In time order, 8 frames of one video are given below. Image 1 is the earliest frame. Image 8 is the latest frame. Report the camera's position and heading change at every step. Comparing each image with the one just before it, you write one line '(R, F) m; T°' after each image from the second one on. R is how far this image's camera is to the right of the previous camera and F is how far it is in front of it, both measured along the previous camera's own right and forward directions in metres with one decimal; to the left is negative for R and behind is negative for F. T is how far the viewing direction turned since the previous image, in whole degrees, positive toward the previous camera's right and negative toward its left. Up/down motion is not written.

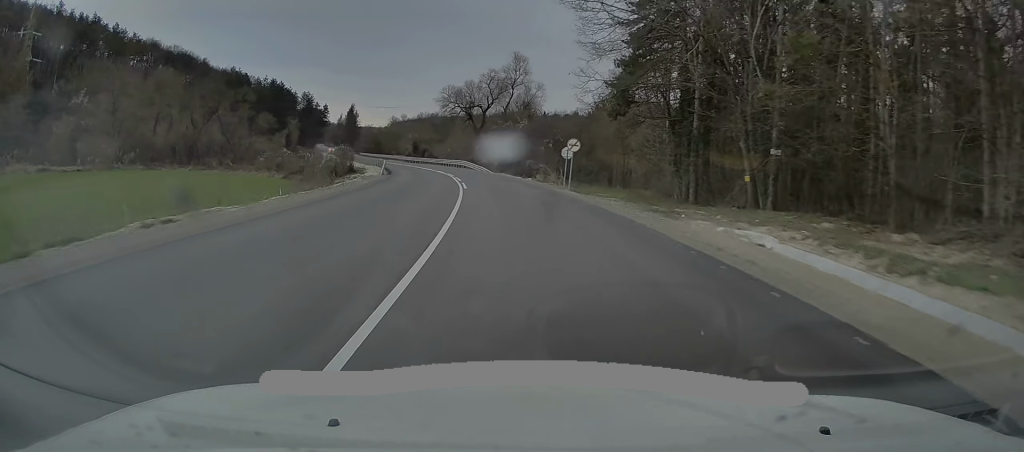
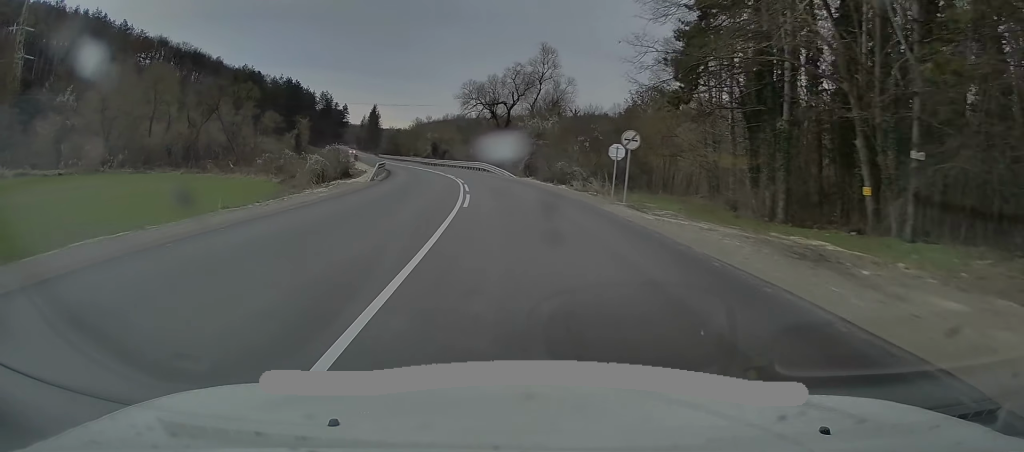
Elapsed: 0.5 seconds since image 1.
(-0.1, +11.0) m; -2°
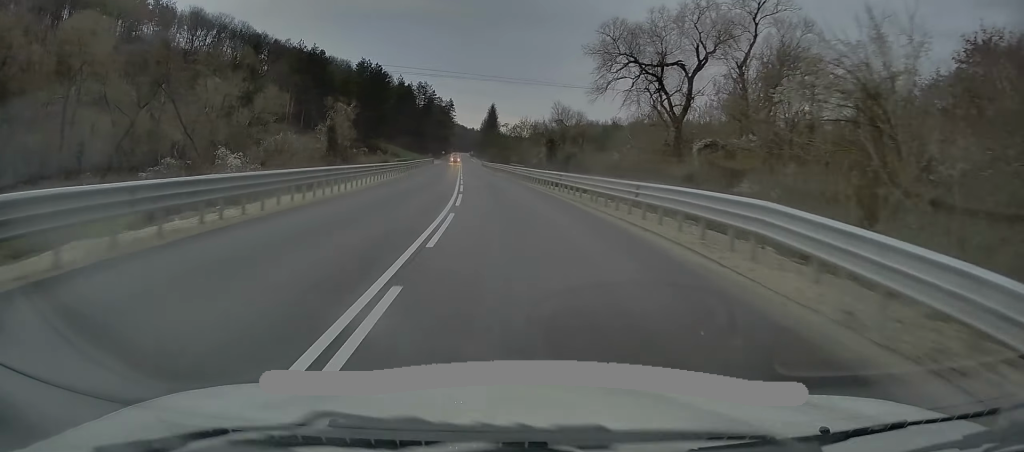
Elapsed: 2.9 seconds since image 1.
(-5.5, +52.6) m; -12°
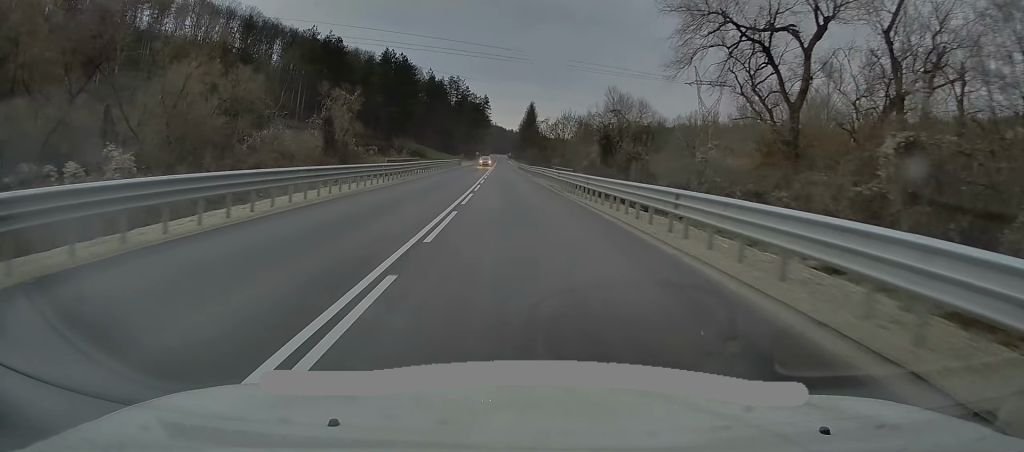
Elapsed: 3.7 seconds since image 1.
(-0.5, +17.4) m; -3°
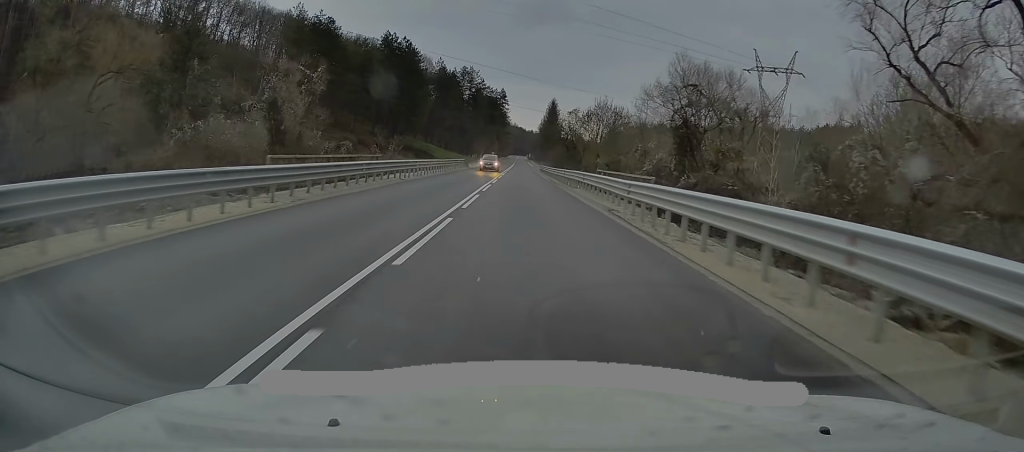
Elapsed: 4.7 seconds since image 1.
(-0.6, +20.3) m; -2°
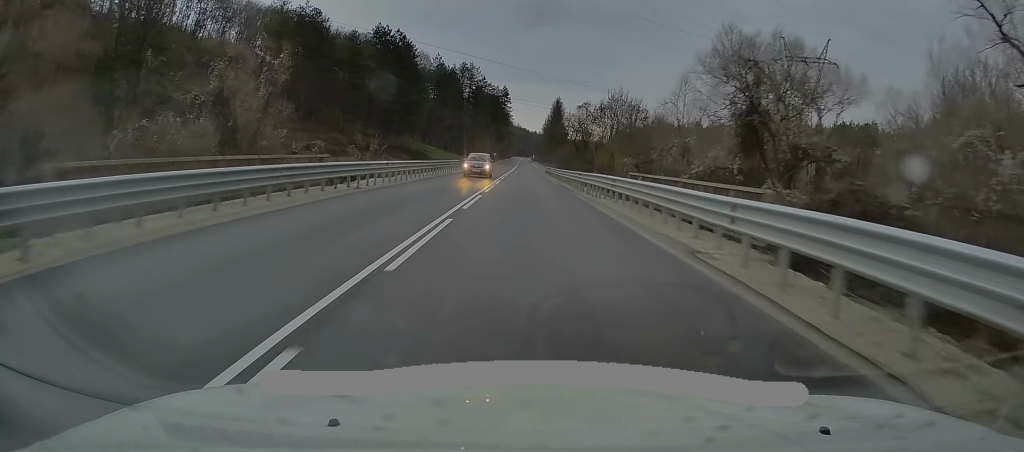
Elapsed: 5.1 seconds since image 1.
(-0.1, +9.5) m; -1°
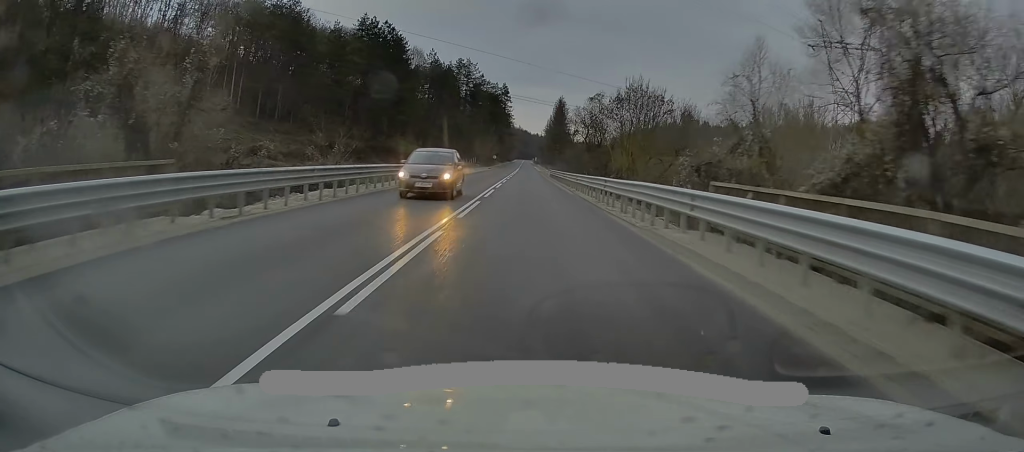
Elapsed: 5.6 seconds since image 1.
(0.0, +11.0) m; -1°
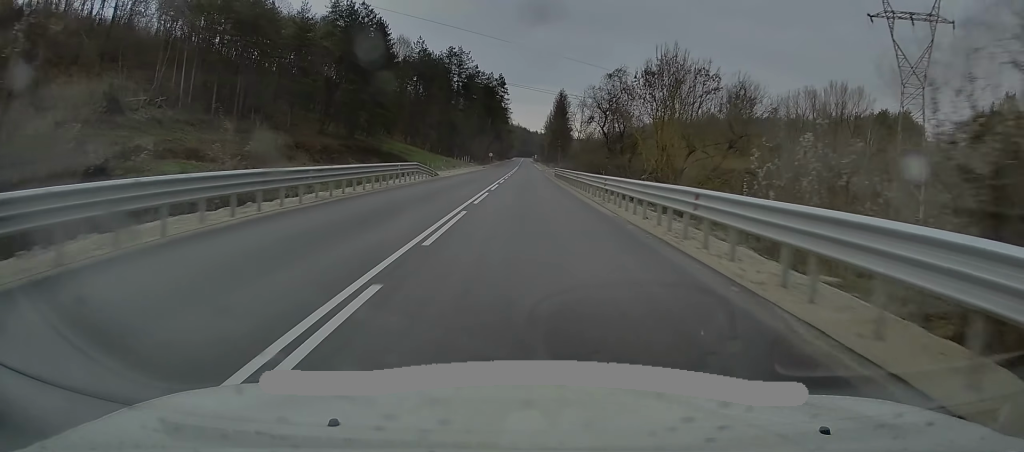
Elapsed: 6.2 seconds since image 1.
(-0.2, +13.9) m; -1°
